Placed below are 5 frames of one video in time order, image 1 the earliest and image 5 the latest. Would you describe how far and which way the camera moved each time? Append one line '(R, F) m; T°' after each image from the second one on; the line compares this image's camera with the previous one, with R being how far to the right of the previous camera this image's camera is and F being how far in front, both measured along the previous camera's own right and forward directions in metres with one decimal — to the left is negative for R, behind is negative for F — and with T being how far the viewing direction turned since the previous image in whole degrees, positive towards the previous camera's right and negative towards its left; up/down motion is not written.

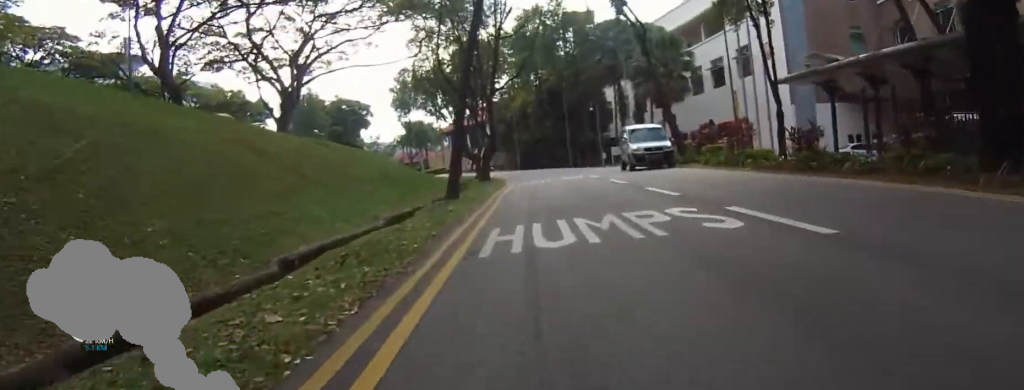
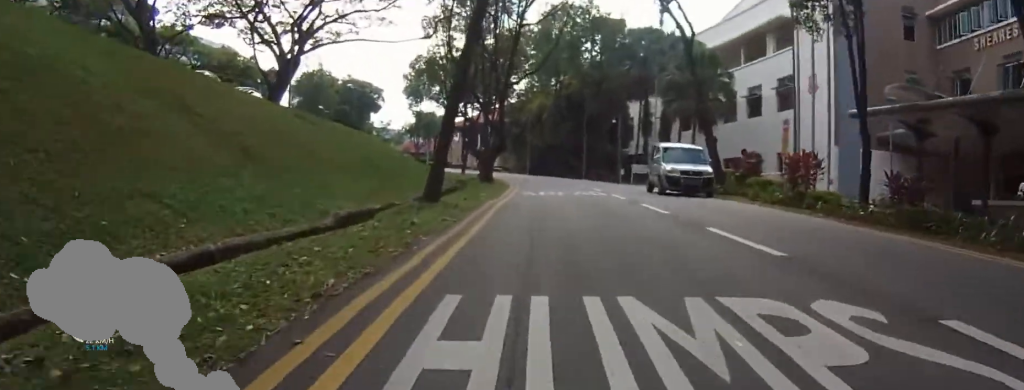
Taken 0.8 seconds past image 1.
(-0.1, +4.1) m; -4°
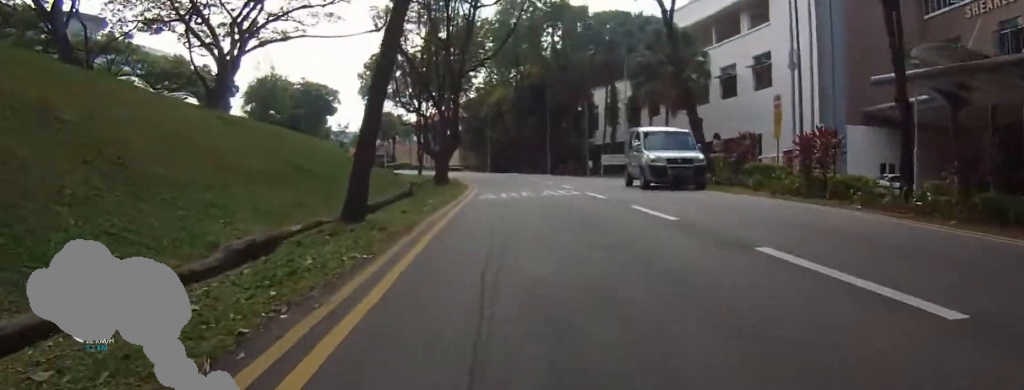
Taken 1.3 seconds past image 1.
(-0.5, +2.1) m; -2°
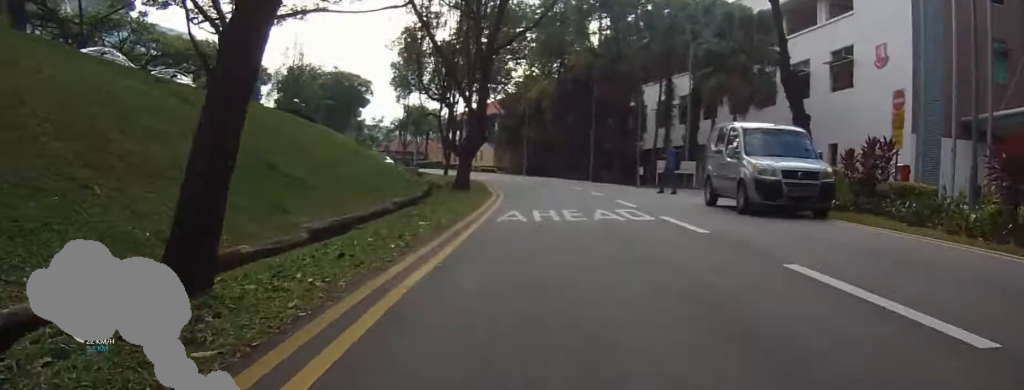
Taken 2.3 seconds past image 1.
(+0.6, +3.8) m; +1°
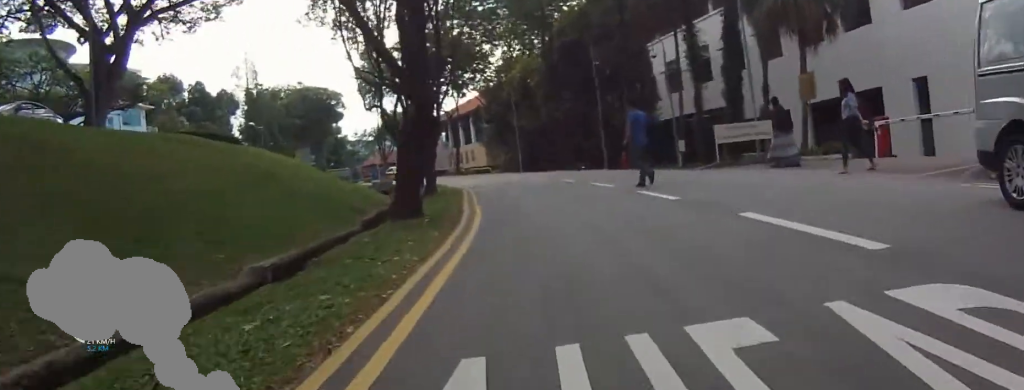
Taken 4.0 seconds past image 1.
(-1.6, +9.5) m; -15°
